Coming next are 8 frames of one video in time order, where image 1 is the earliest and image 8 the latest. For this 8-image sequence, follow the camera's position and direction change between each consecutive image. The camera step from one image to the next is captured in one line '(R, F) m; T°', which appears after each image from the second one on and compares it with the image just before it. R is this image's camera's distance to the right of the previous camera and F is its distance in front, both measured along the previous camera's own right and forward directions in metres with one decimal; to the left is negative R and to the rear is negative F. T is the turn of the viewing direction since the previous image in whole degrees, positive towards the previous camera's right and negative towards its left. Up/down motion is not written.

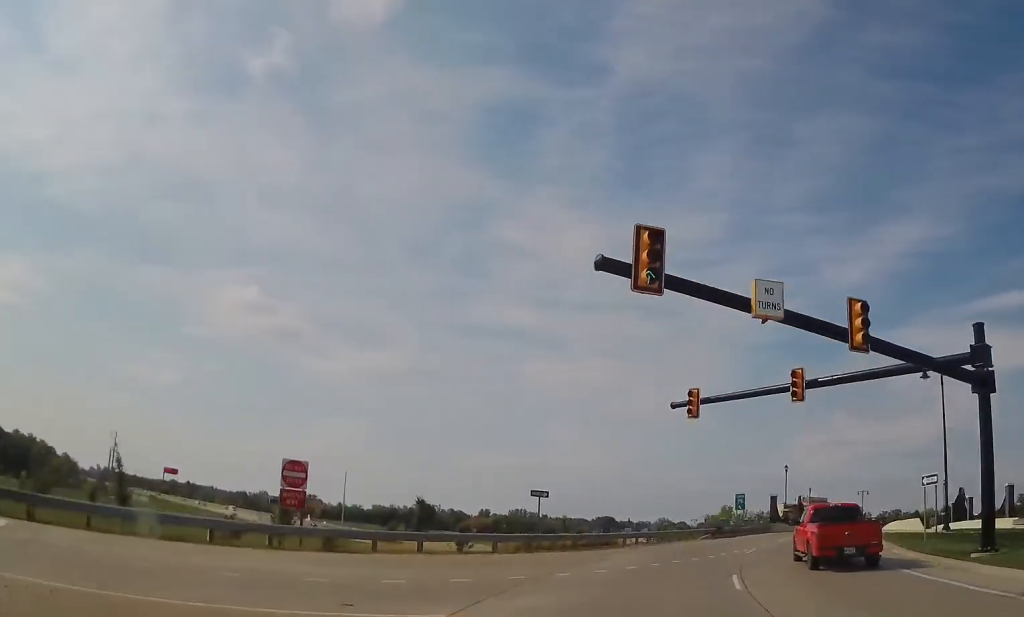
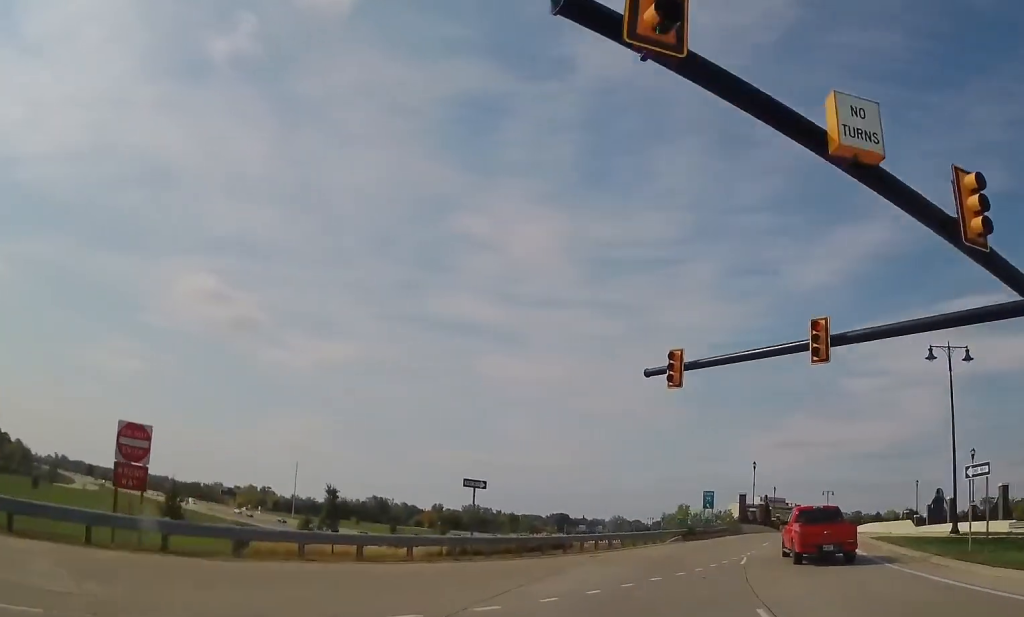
(+0.7, +7.6) m; +8°
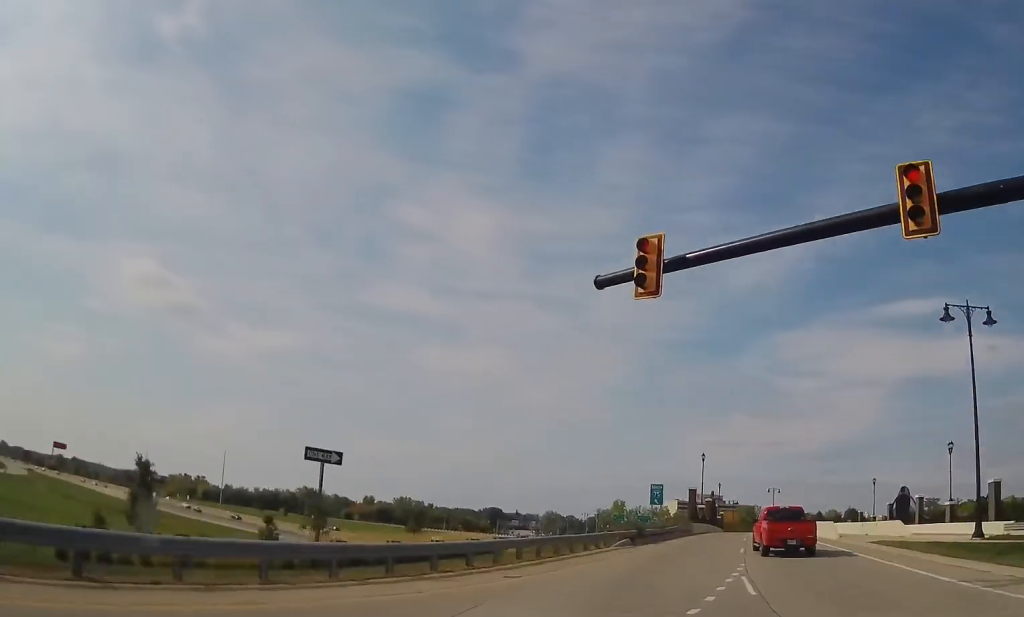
(+0.7, +10.4) m; +12°
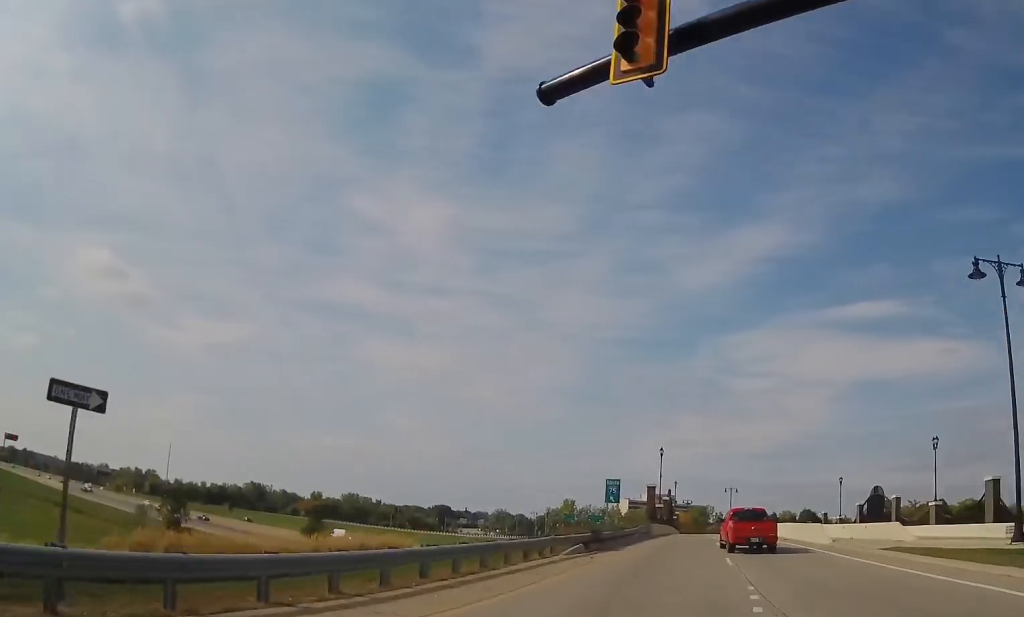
(+1.1, +7.9) m; +4°
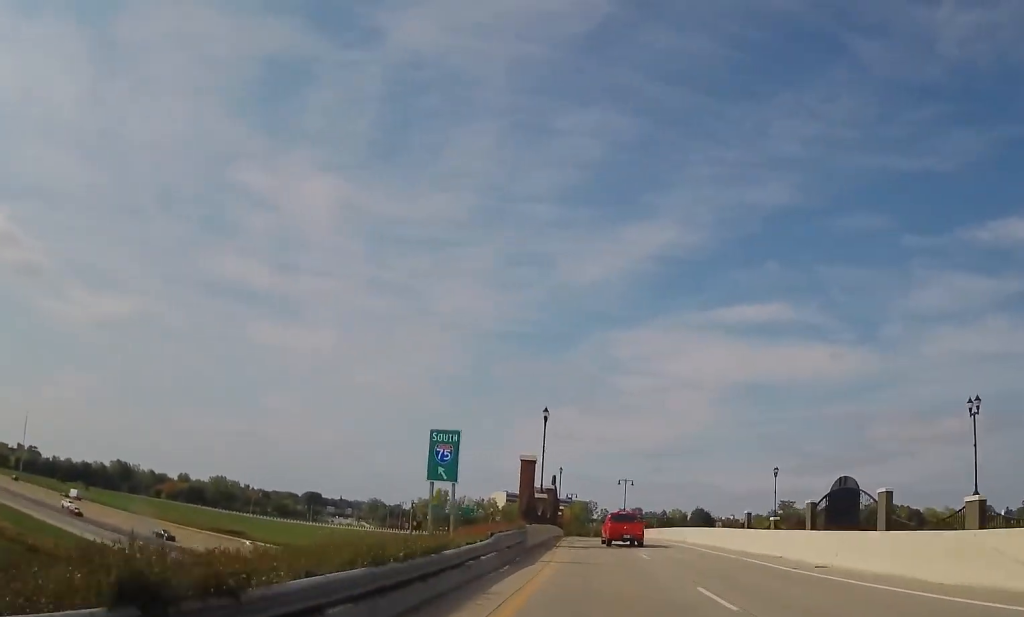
(+2.6, +28.2) m; +8°
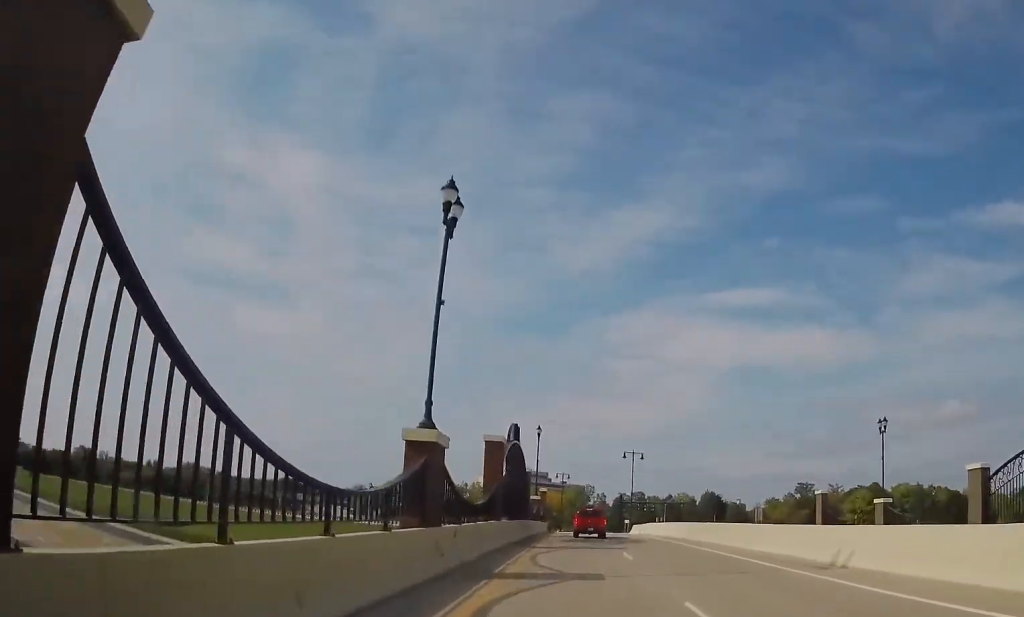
(+1.1, +35.0) m; +1°
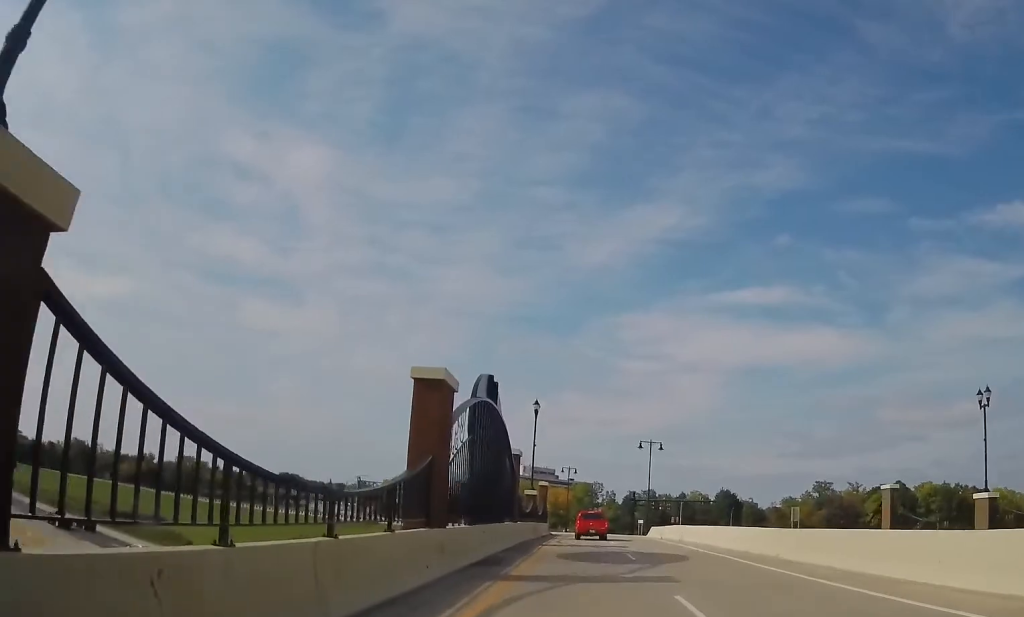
(-0.2, +13.9) m; -1°
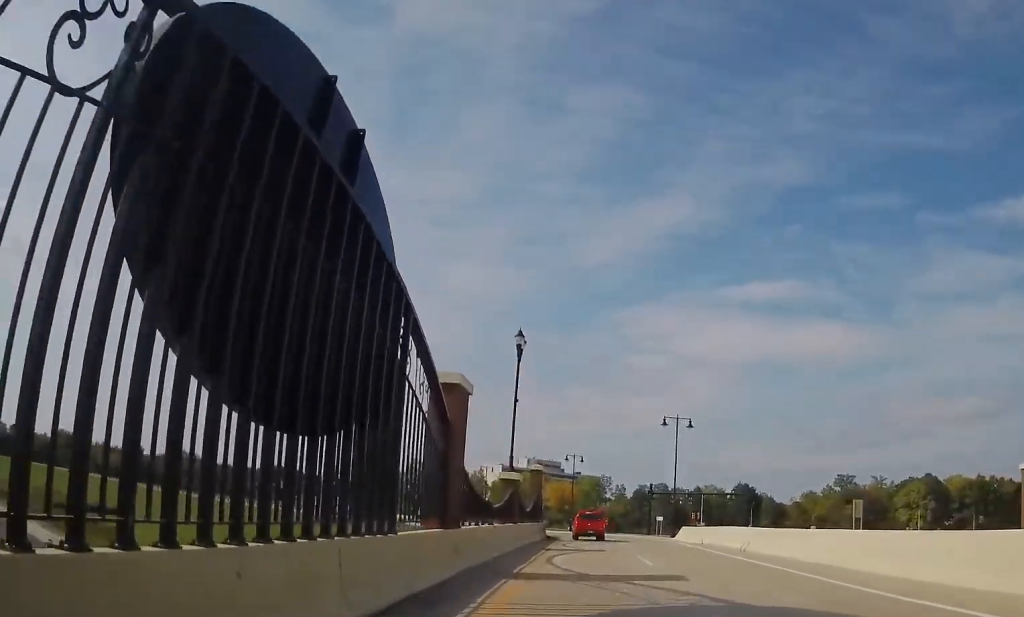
(-0.1, +18.0) m; 0°
